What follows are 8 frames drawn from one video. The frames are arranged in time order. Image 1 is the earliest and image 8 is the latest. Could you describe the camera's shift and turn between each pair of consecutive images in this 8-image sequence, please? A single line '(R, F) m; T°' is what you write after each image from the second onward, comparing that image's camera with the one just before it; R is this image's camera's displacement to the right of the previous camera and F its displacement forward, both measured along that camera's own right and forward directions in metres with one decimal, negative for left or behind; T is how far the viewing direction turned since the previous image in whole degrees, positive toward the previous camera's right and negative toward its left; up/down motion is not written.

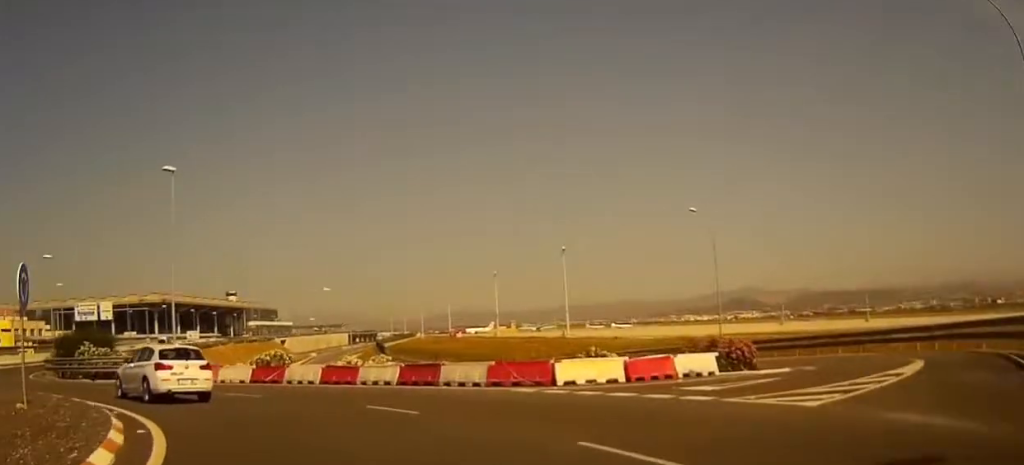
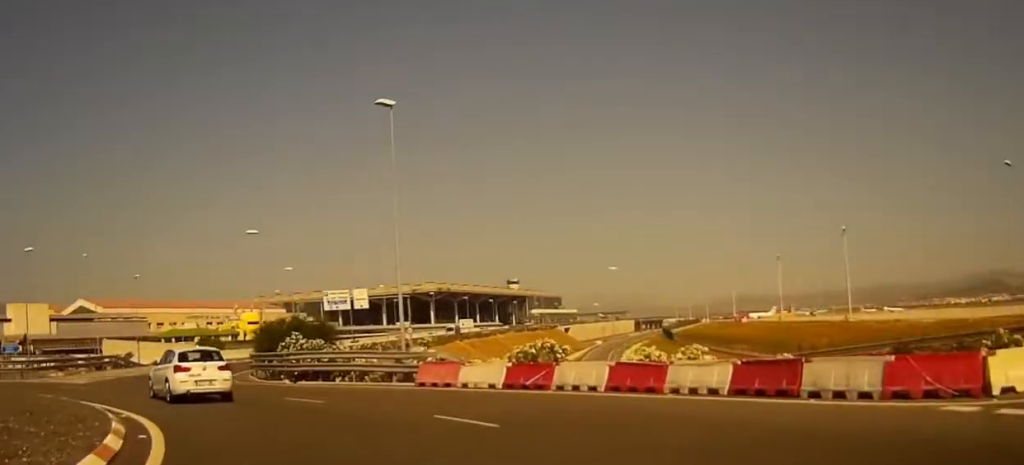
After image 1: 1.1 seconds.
(-1.5, +9.6) m; -15°
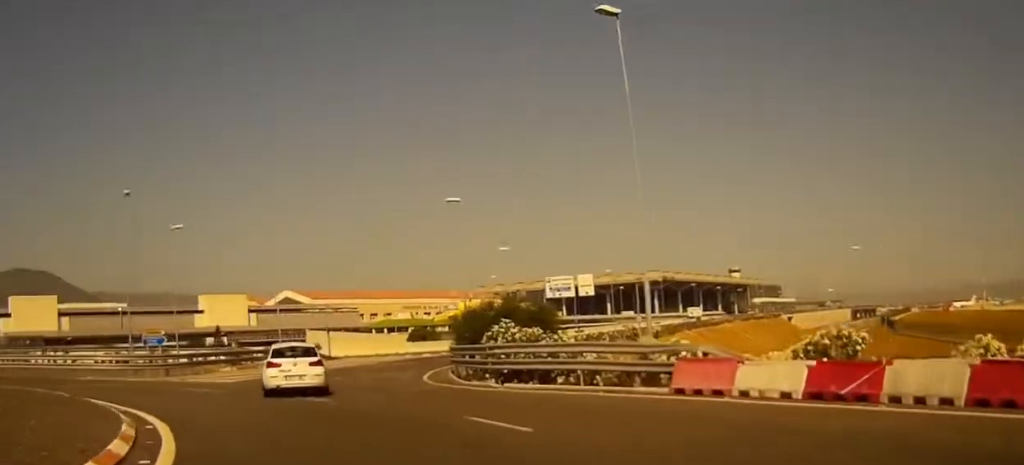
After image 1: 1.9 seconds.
(-0.7, +7.9) m; -10°
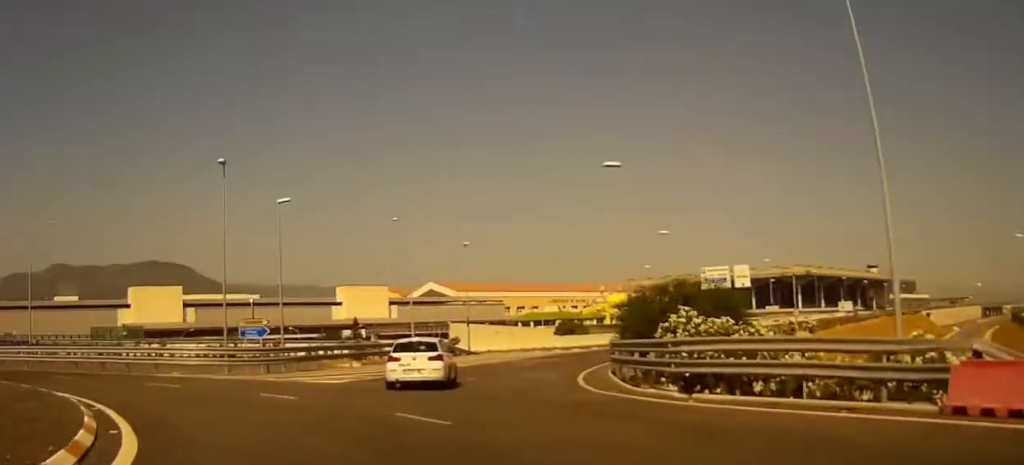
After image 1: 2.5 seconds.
(-0.2, +6.7) m; -8°
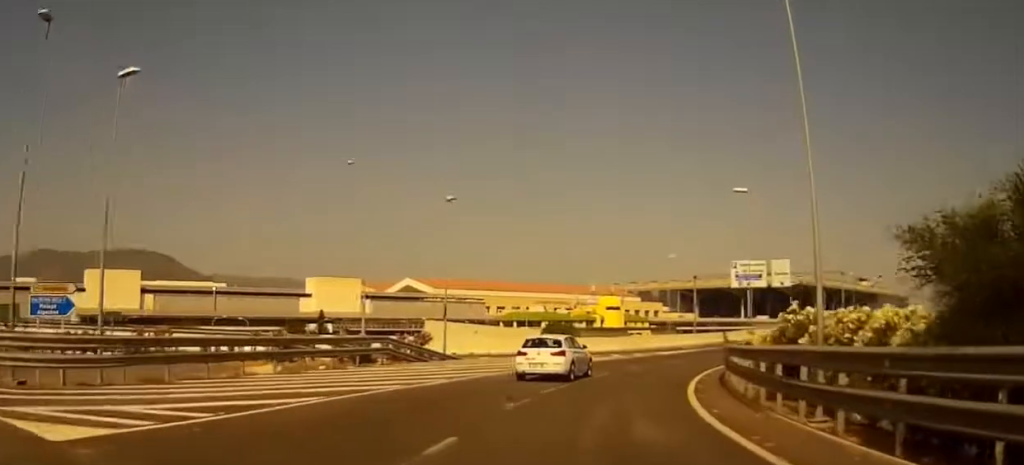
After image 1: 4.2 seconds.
(-1.8, +19.1) m; -1°
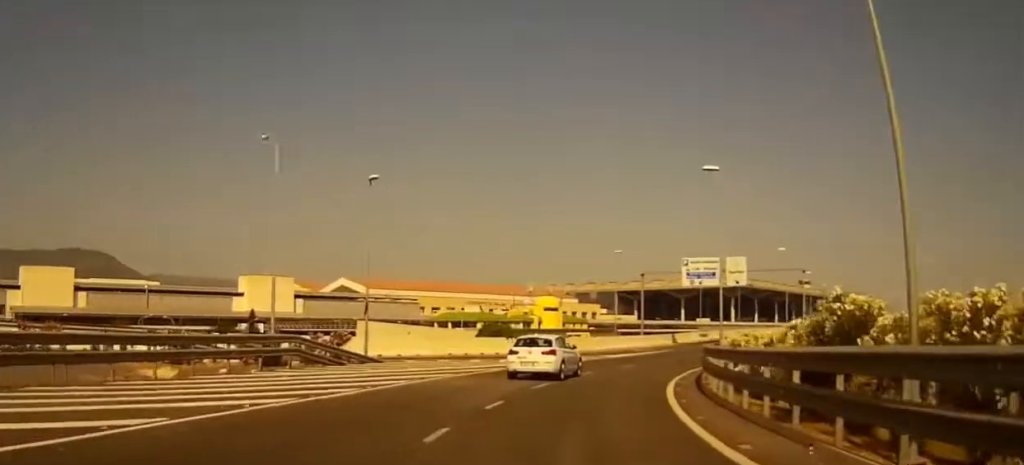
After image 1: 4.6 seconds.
(-0.1, +5.4) m; +3°
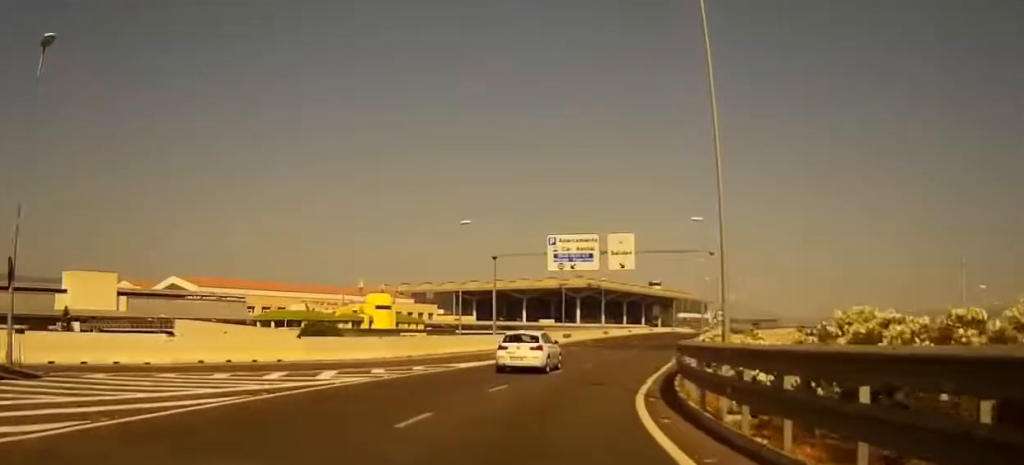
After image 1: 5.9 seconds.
(+1.9, +17.9) m; +11°
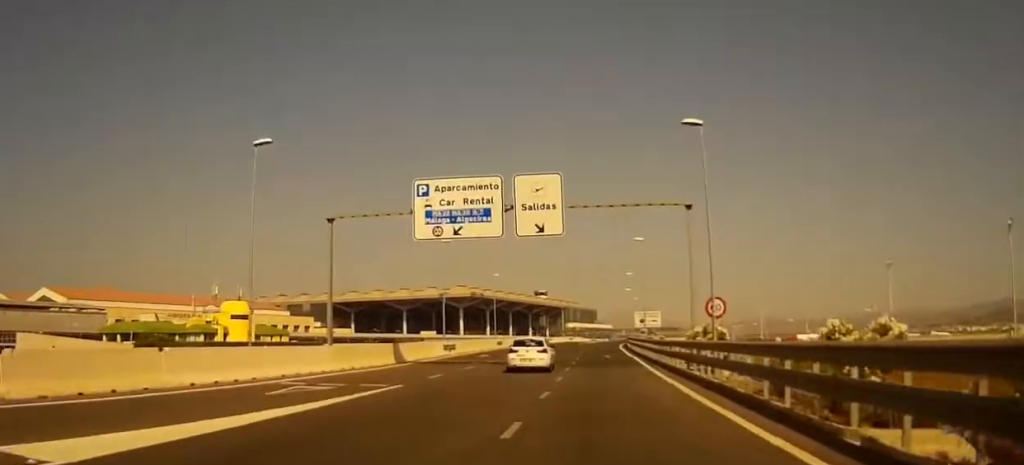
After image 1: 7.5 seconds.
(+2.4, +24.0) m; +10°
